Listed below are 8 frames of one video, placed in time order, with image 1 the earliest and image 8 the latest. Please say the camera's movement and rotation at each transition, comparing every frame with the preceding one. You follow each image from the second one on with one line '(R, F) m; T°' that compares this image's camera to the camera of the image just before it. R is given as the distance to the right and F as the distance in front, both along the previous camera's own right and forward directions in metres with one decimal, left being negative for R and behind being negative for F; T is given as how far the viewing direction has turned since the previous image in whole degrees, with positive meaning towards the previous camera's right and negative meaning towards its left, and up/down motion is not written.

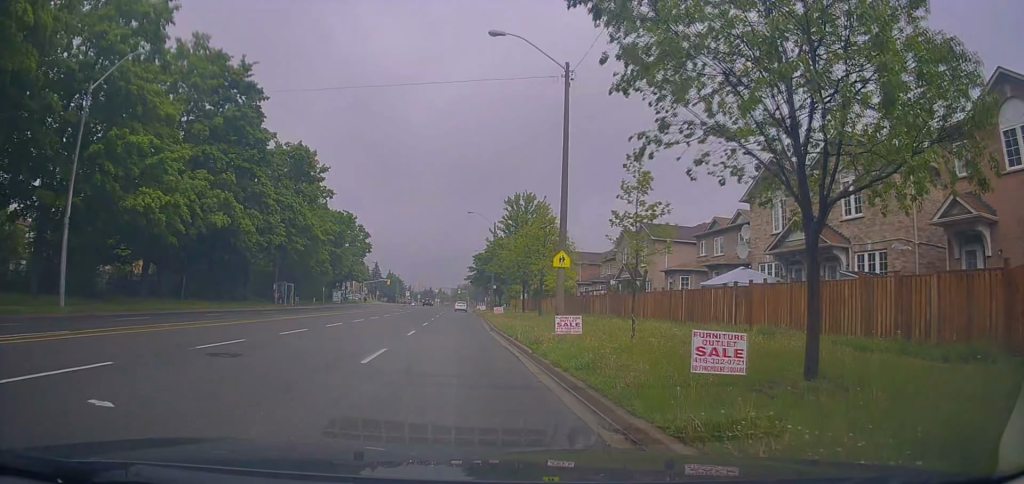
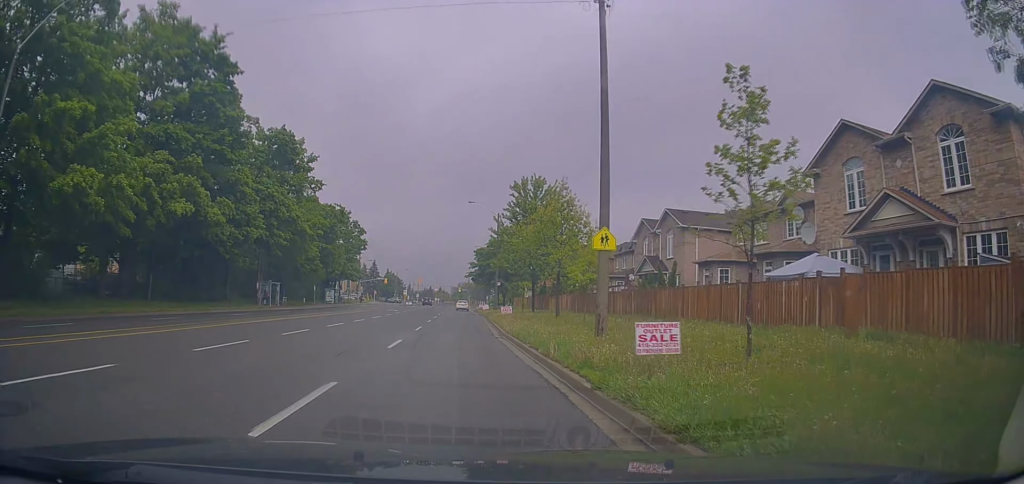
(0.0, +5.9) m; 0°
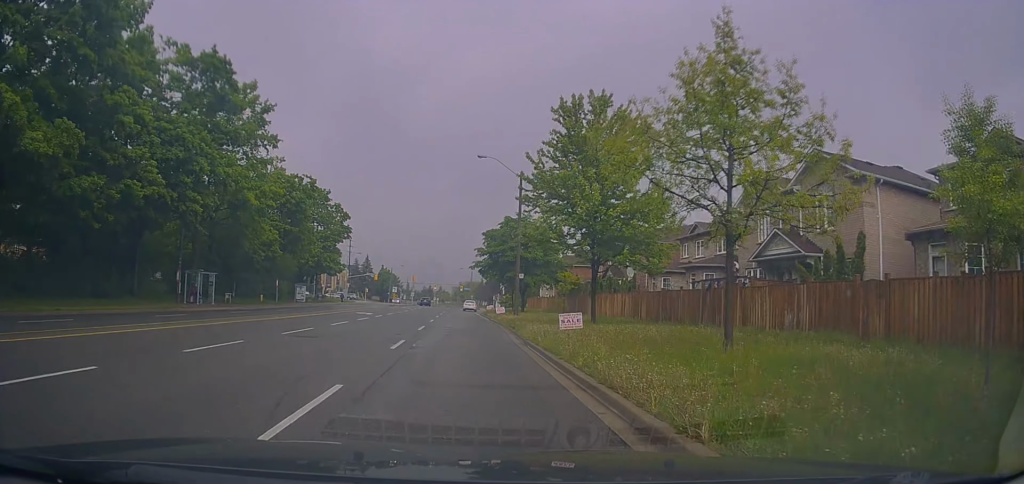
(0.0, +18.5) m; +1°
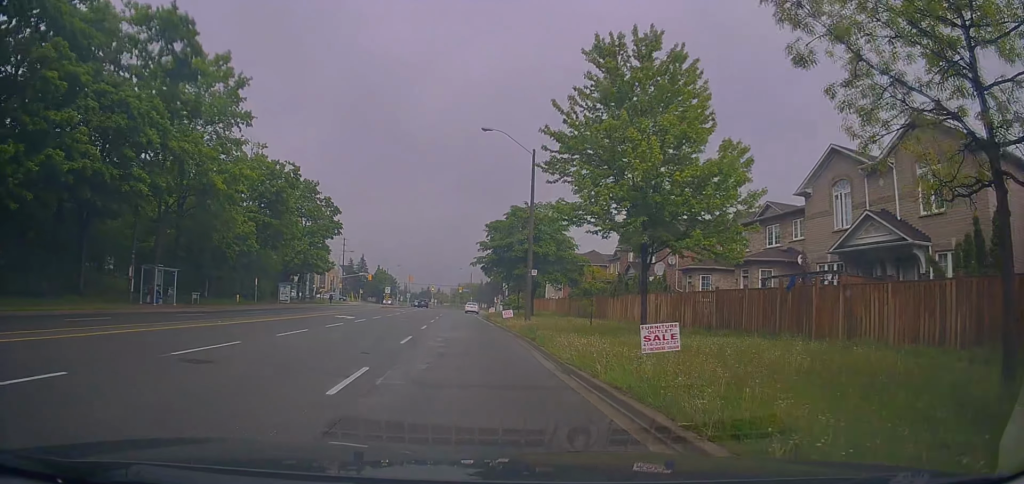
(-0.2, +7.0) m; +1°
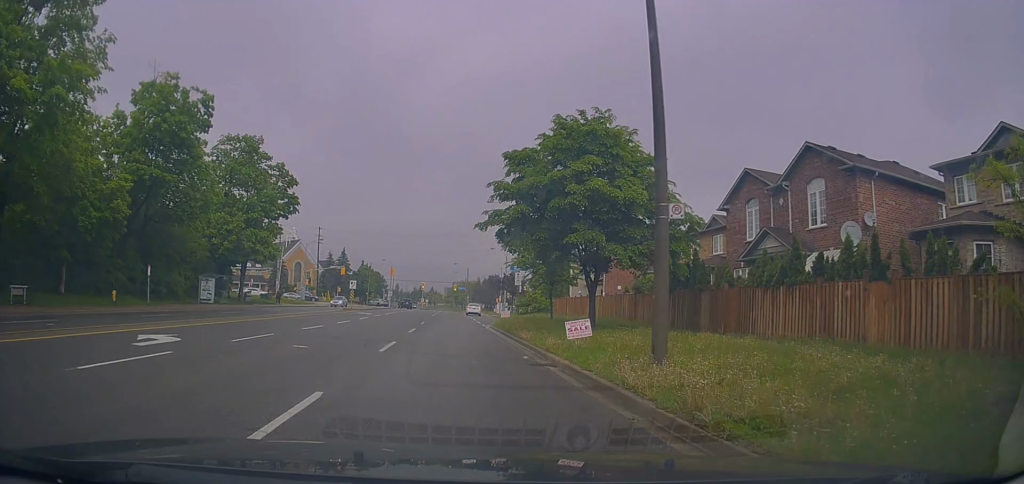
(+0.6, +21.1) m; 0°
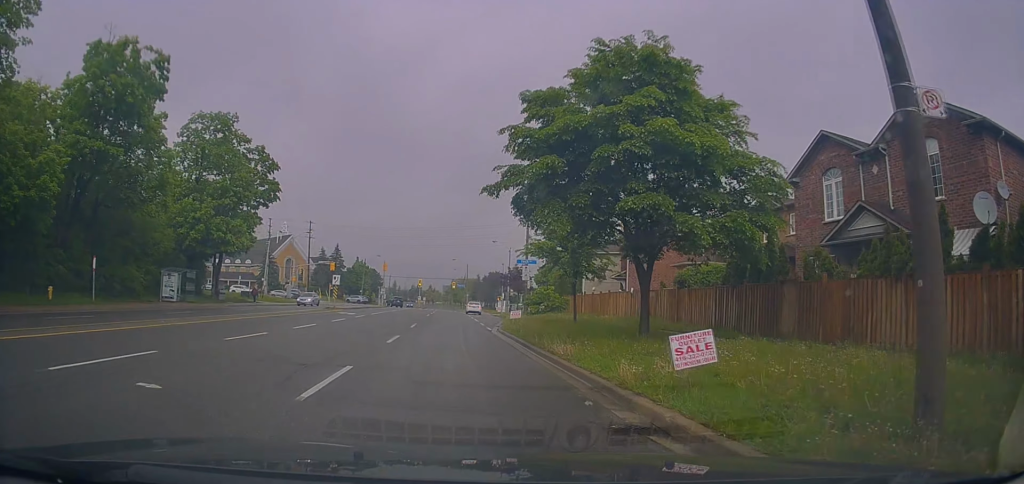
(-0.2, +6.9) m; 0°
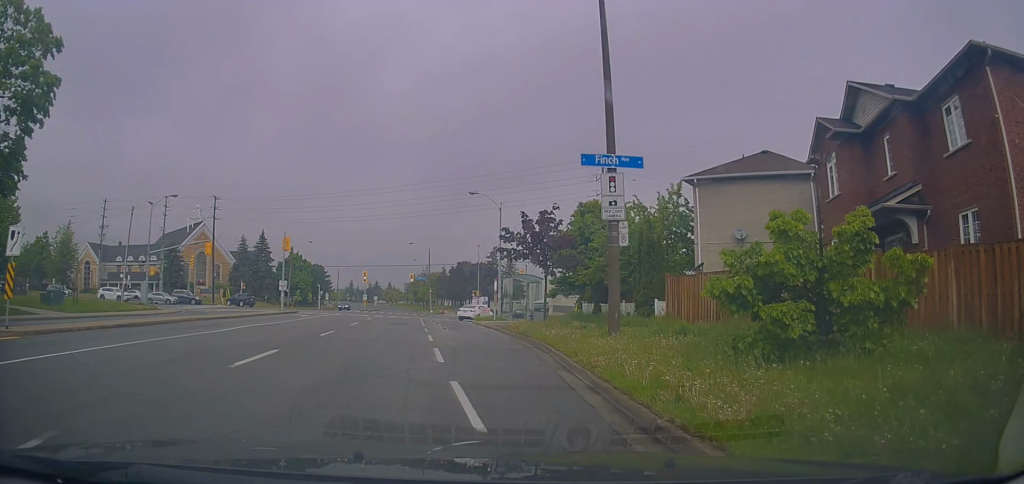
(+0.7, +33.4) m; +2°
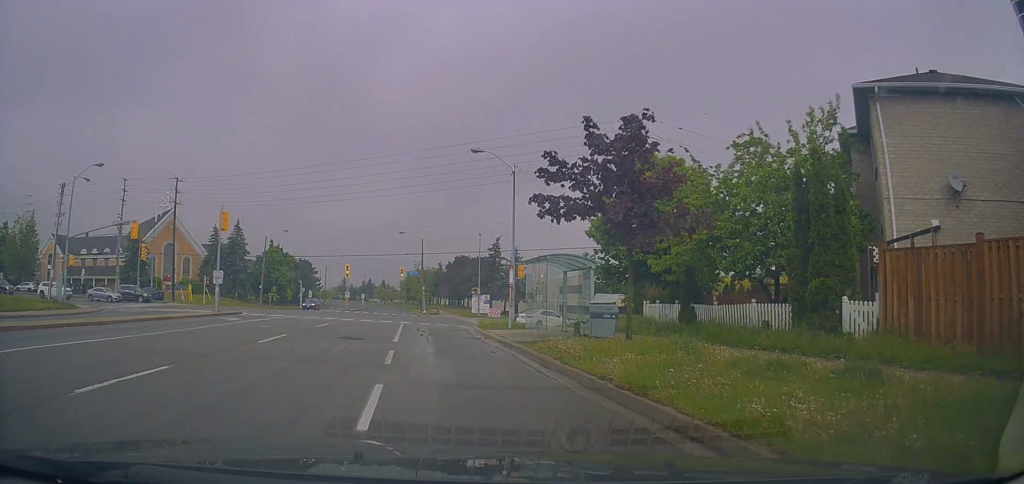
(+0.1, +12.8) m; +1°
